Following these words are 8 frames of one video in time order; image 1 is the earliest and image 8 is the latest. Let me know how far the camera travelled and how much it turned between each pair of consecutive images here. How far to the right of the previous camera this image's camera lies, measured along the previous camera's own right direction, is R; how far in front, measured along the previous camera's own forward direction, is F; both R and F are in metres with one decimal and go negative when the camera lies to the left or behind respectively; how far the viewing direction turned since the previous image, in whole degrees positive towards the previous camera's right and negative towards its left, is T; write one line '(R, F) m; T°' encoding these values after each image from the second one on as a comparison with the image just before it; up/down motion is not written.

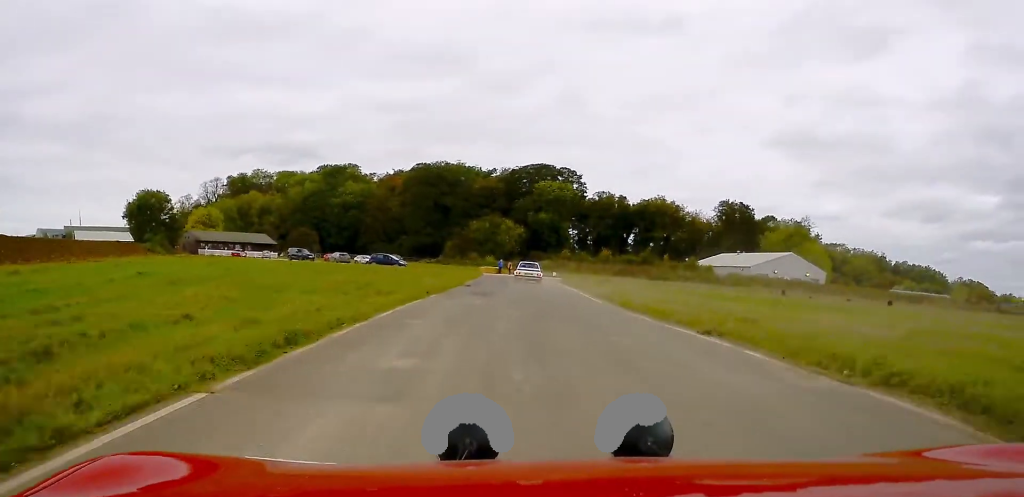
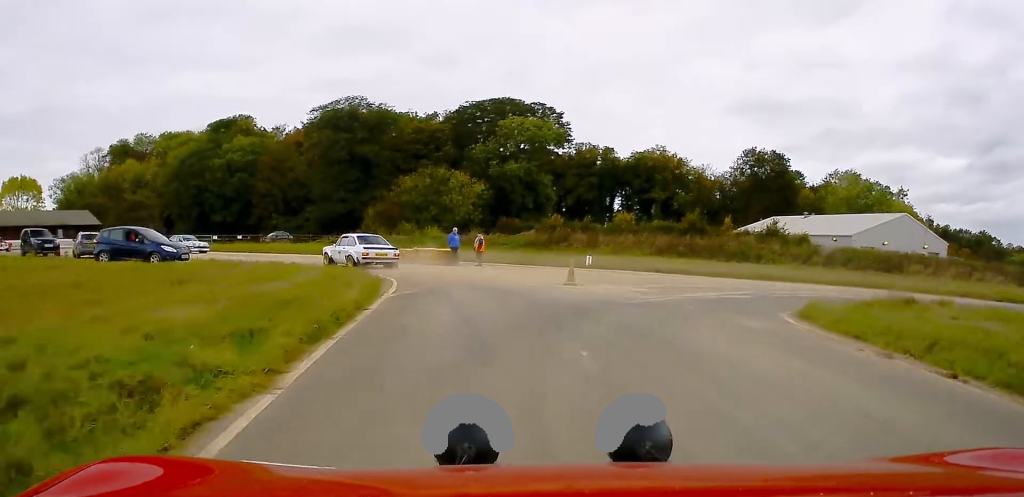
(+7.3, +55.7) m; +17°
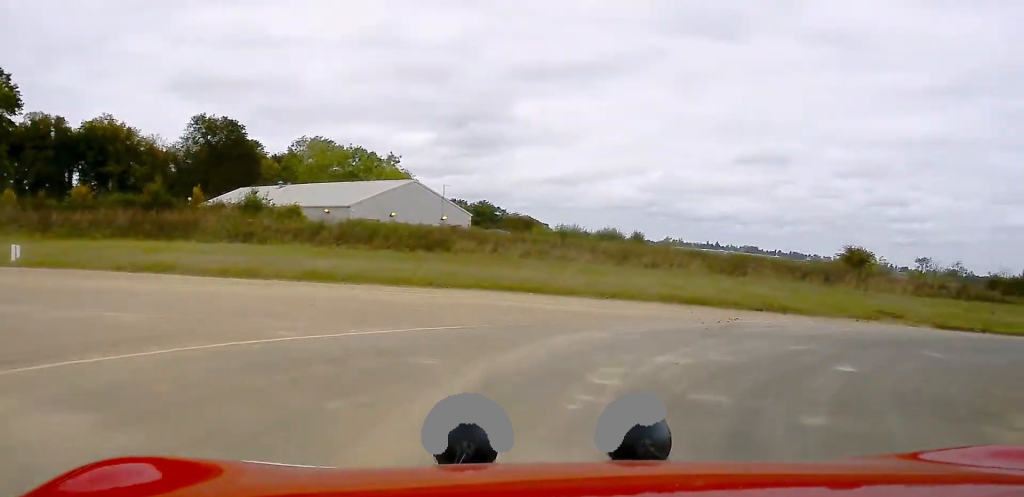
(+4.6, +14.7) m; +41°
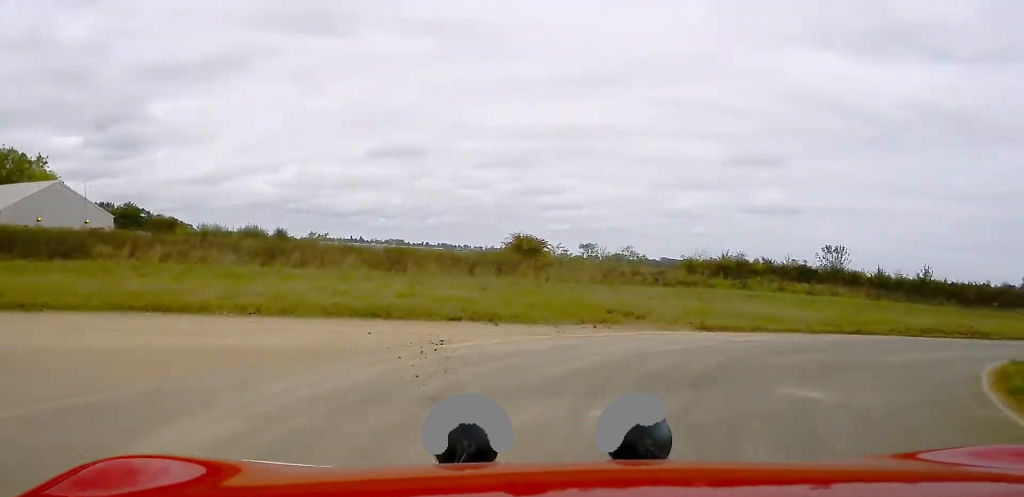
(+0.6, +5.9) m; +21°
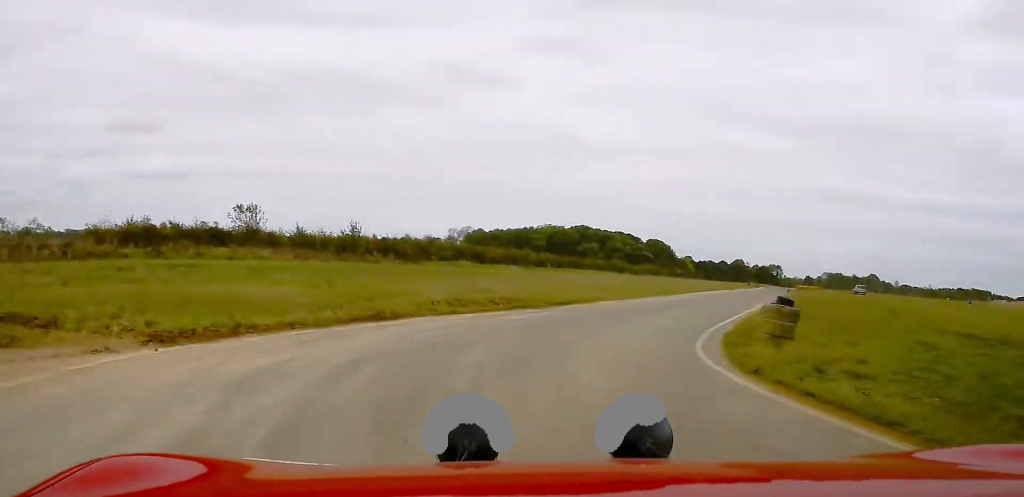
(+2.5, +7.2) m; +25°
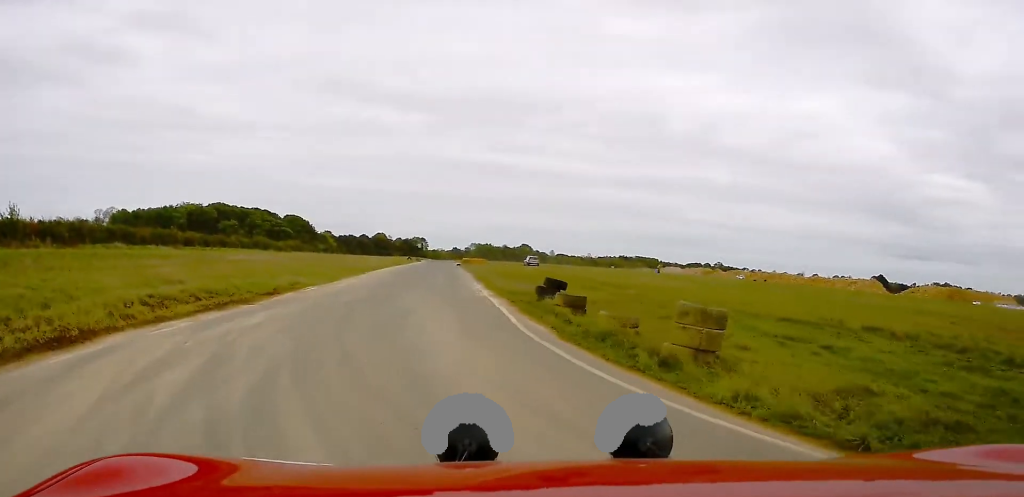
(+0.5, +5.7) m; +16°
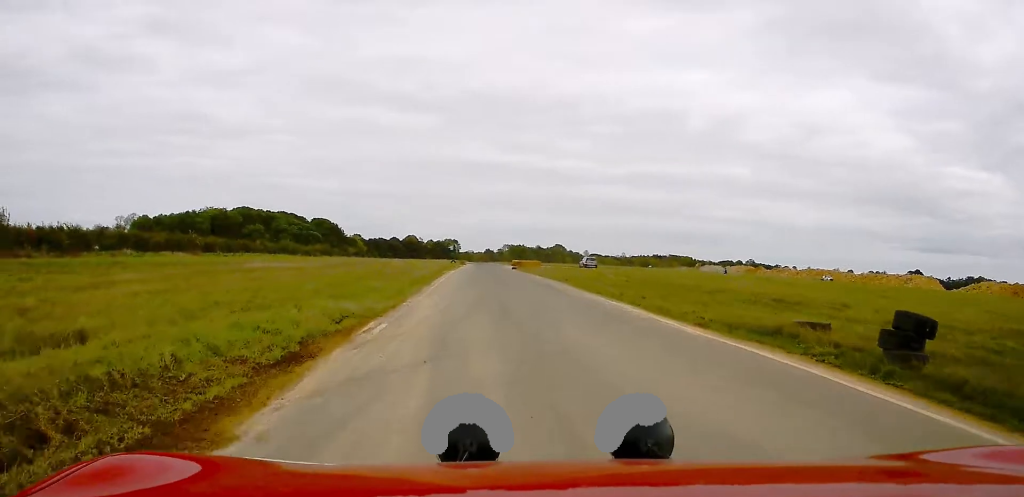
(+2.5, +12.7) m; +15°
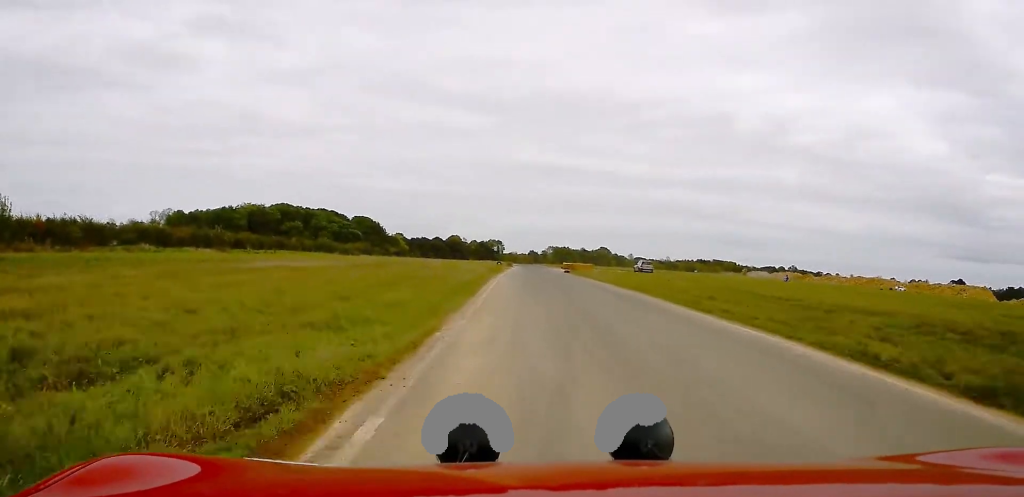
(+0.5, +8.2) m; +3°
